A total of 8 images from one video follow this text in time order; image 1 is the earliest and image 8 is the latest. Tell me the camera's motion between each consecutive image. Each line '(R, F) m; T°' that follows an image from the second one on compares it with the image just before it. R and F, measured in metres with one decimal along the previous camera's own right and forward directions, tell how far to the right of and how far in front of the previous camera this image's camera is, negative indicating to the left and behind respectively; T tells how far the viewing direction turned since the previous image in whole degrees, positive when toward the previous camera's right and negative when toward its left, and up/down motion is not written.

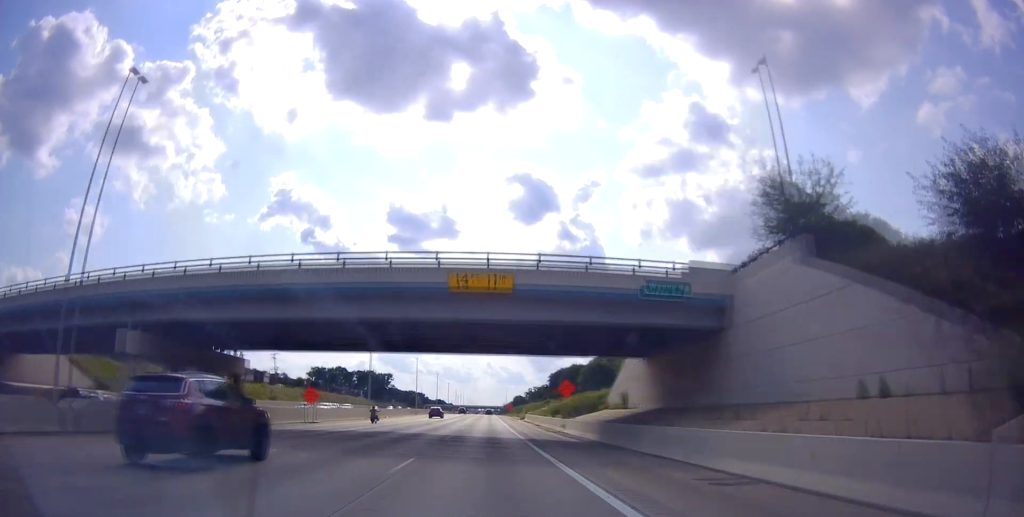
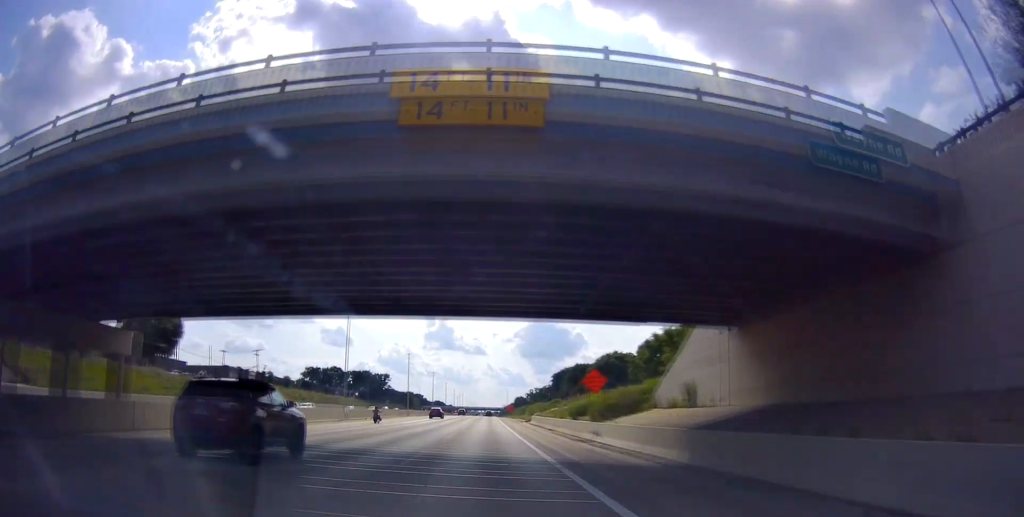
(0.0, +14.1) m; -1°
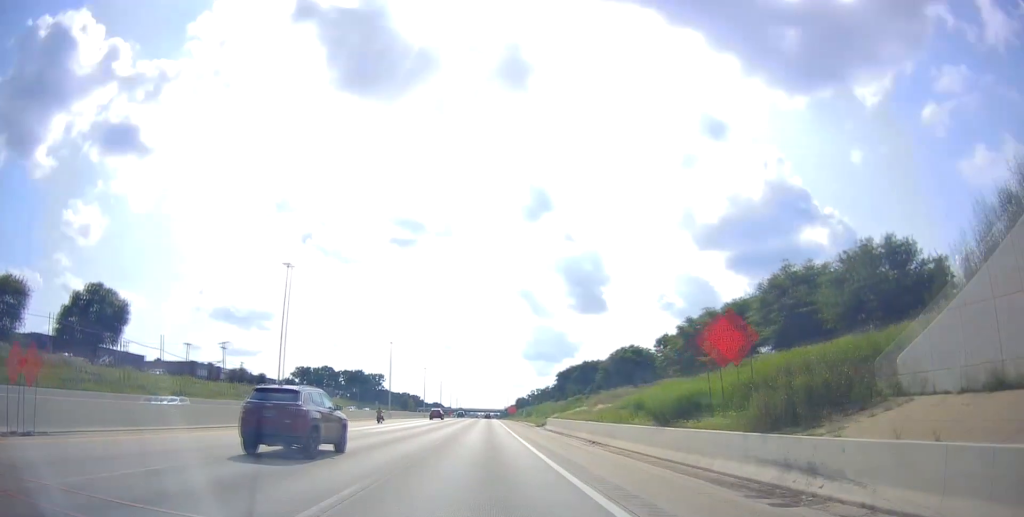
(0.0, +22.2) m; 0°
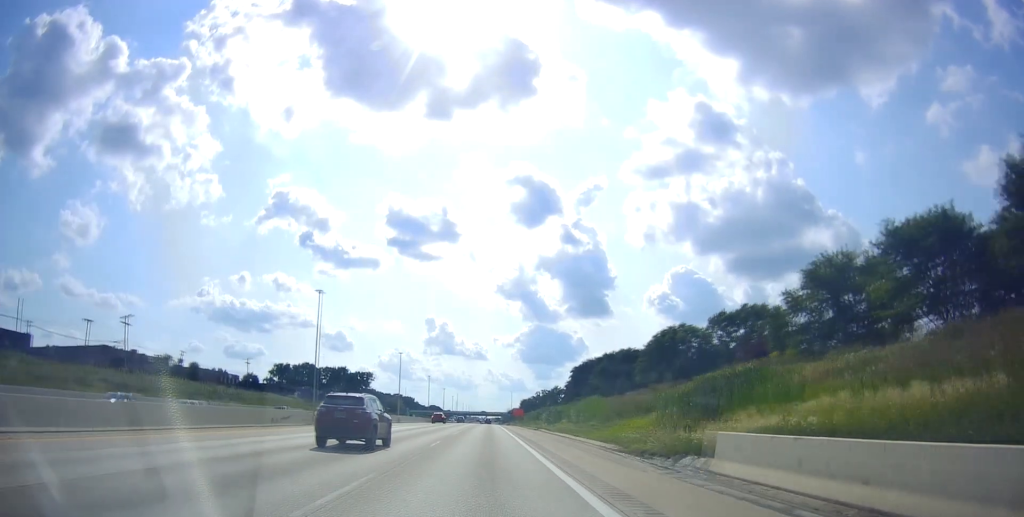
(+0.5, +44.7) m; +2°
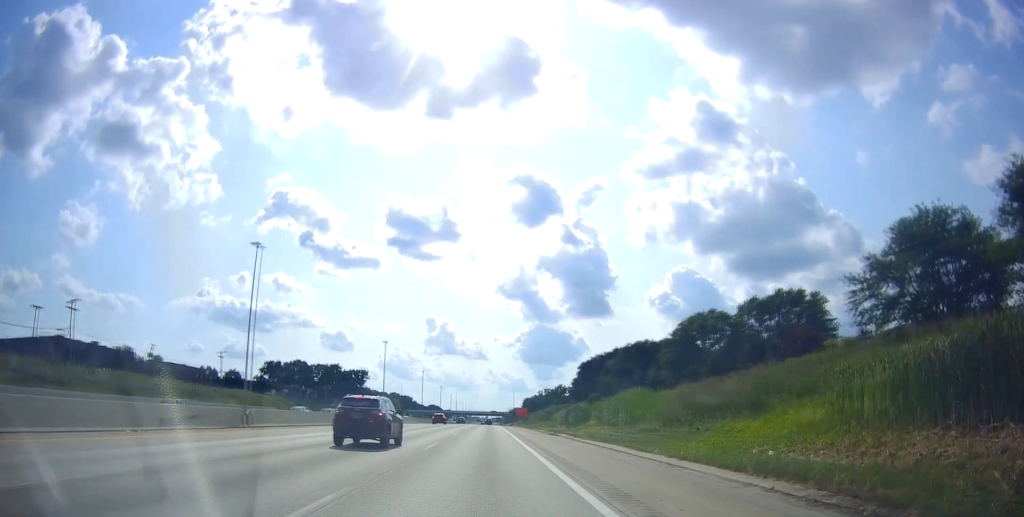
(+0.2, +17.3) m; 0°
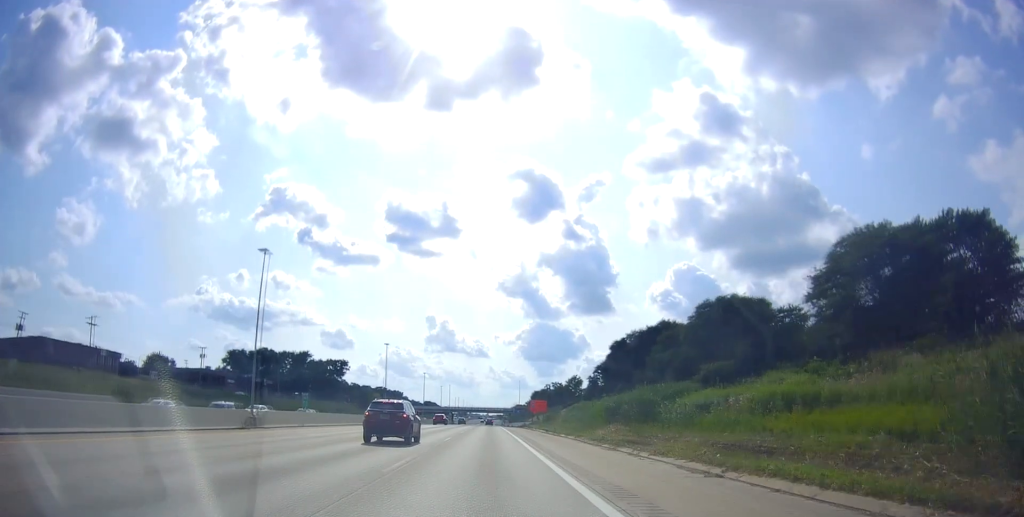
(-1.7, +53.3) m; -2°
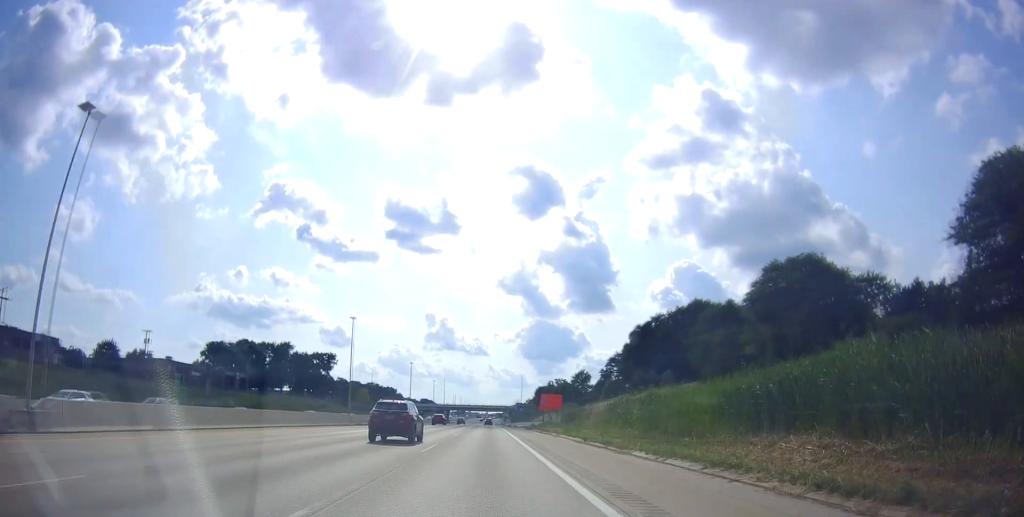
(+0.5, +24.0) m; +1°
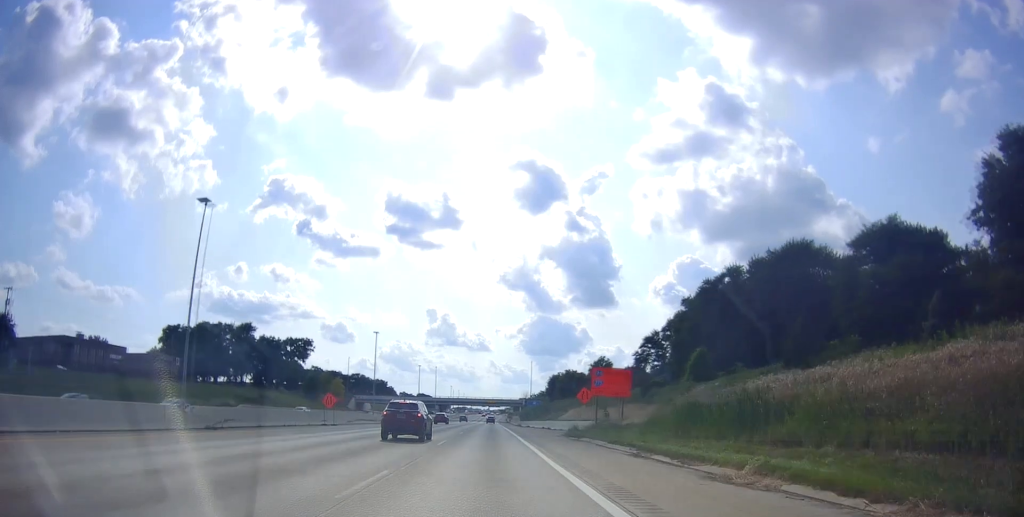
(+0.1, +41.9) m; 0°
